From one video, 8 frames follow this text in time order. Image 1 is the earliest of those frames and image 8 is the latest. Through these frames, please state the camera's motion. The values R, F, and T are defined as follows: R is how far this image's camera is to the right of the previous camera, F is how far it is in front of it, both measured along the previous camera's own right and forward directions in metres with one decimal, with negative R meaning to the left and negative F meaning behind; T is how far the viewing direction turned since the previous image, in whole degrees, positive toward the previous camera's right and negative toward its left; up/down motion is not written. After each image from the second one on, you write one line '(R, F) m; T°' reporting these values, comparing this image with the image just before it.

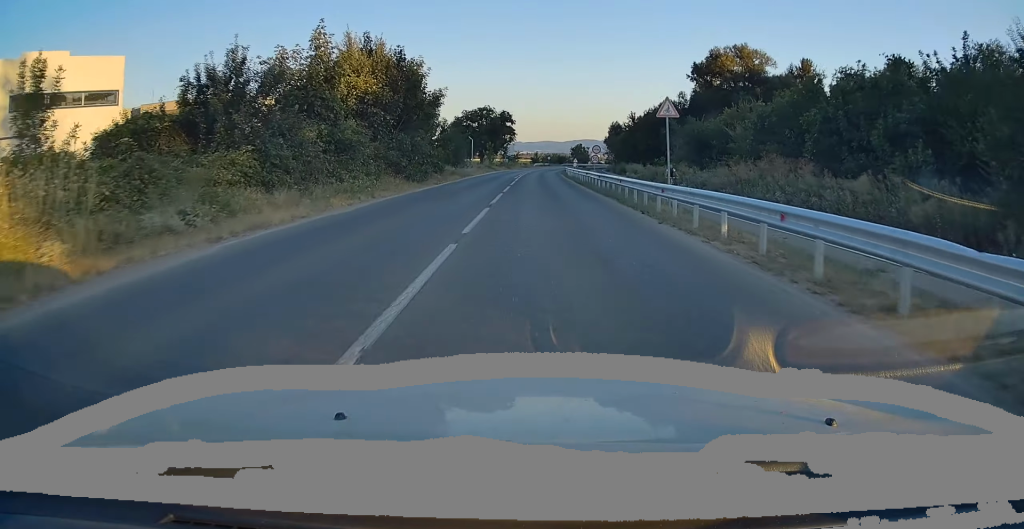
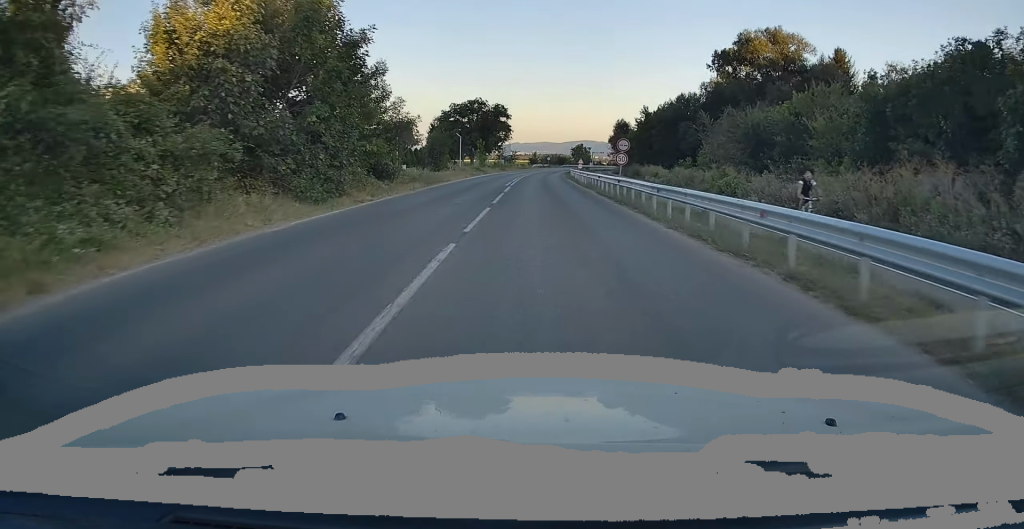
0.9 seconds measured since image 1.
(+0.1, +15.4) m; +1°
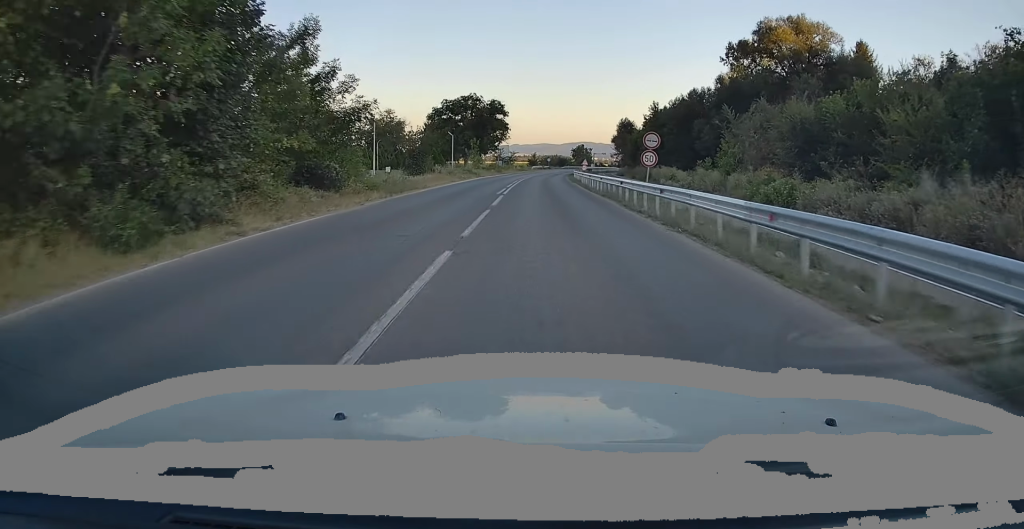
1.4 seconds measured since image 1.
(0.0, +8.7) m; +1°
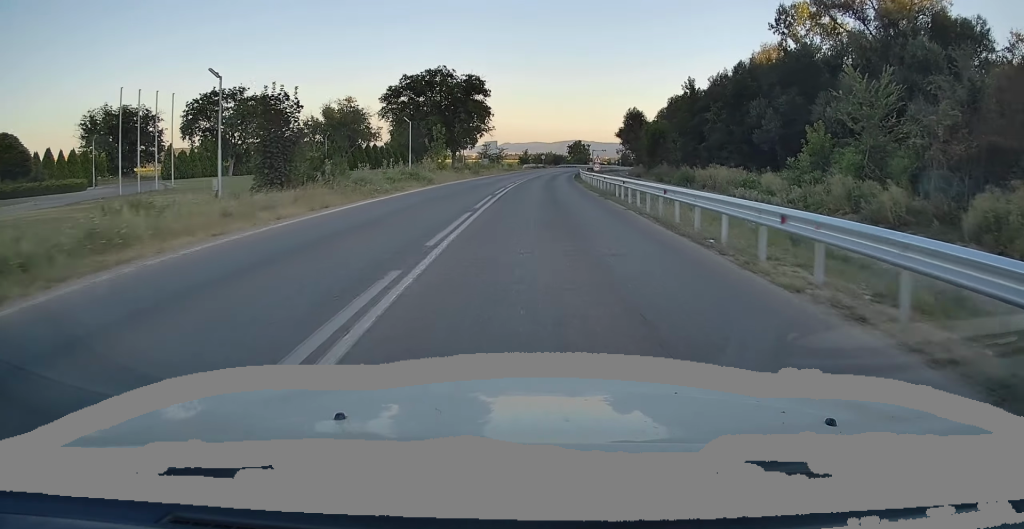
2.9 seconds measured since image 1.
(+0.1, +25.3) m; 0°
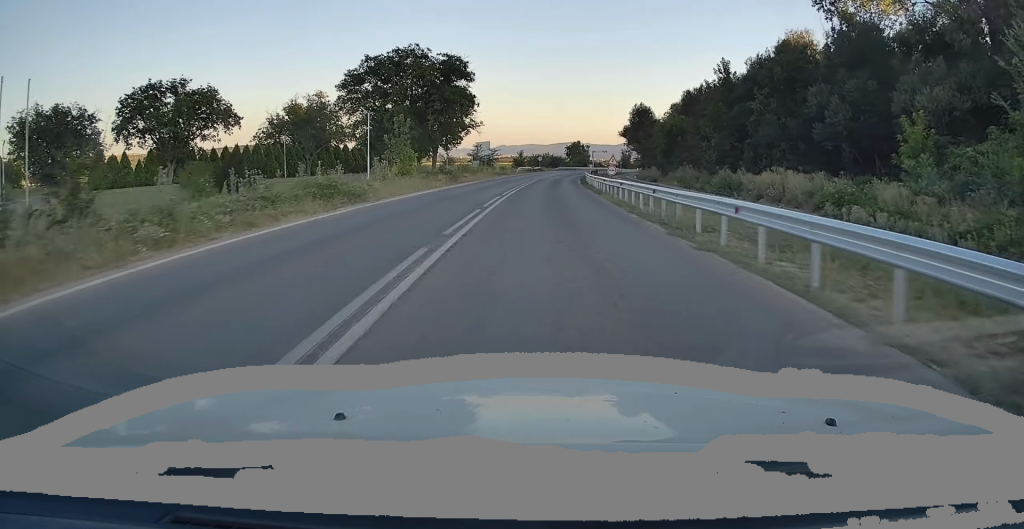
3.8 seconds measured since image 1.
(-0.1, +13.9) m; 0°
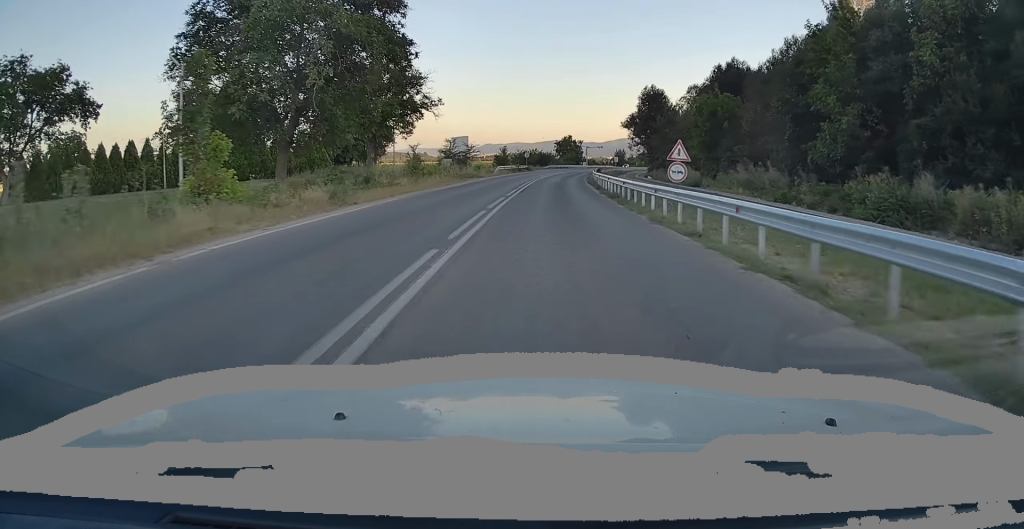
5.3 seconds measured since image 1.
(+0.1, +24.2) m; +1°
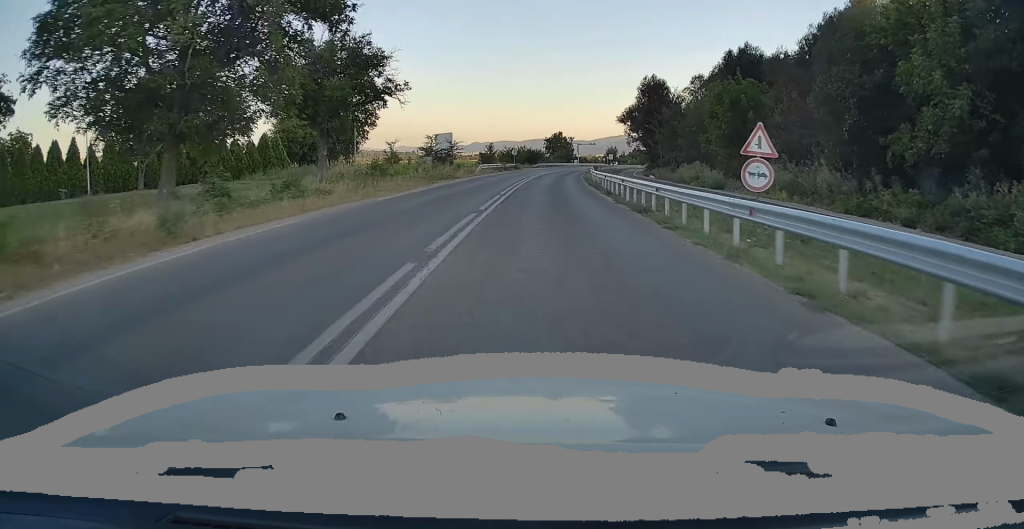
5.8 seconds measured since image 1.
(+0.1, +8.7) m; +1°
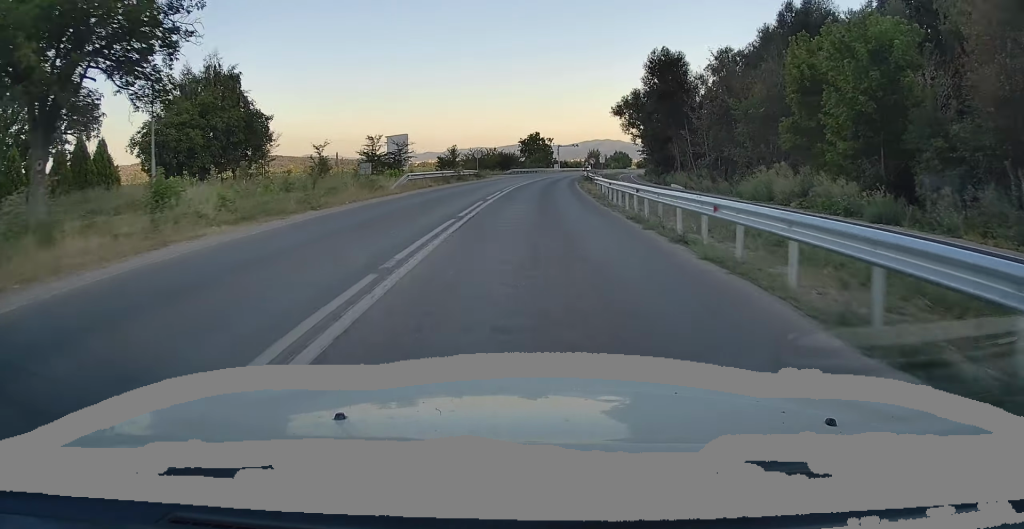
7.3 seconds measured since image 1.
(+0.3, +22.9) m; +2°
